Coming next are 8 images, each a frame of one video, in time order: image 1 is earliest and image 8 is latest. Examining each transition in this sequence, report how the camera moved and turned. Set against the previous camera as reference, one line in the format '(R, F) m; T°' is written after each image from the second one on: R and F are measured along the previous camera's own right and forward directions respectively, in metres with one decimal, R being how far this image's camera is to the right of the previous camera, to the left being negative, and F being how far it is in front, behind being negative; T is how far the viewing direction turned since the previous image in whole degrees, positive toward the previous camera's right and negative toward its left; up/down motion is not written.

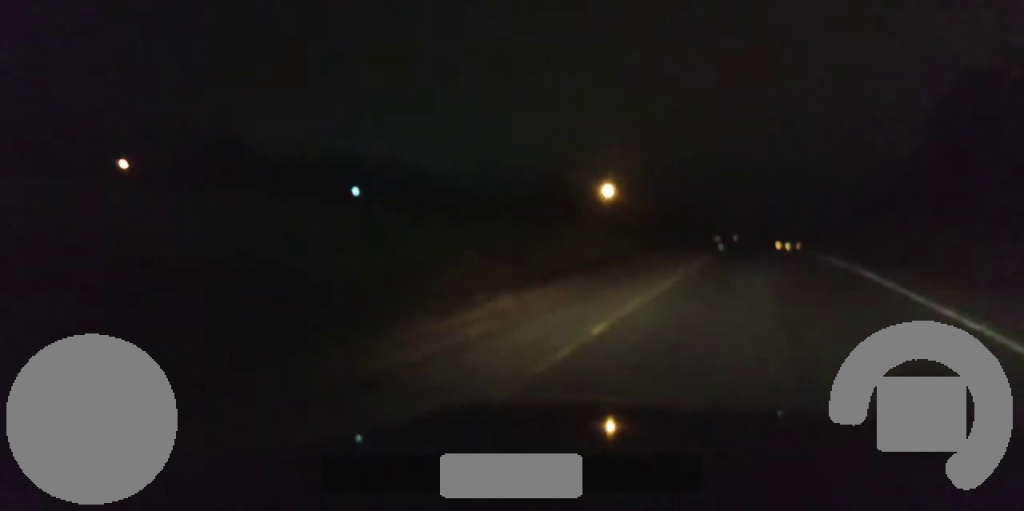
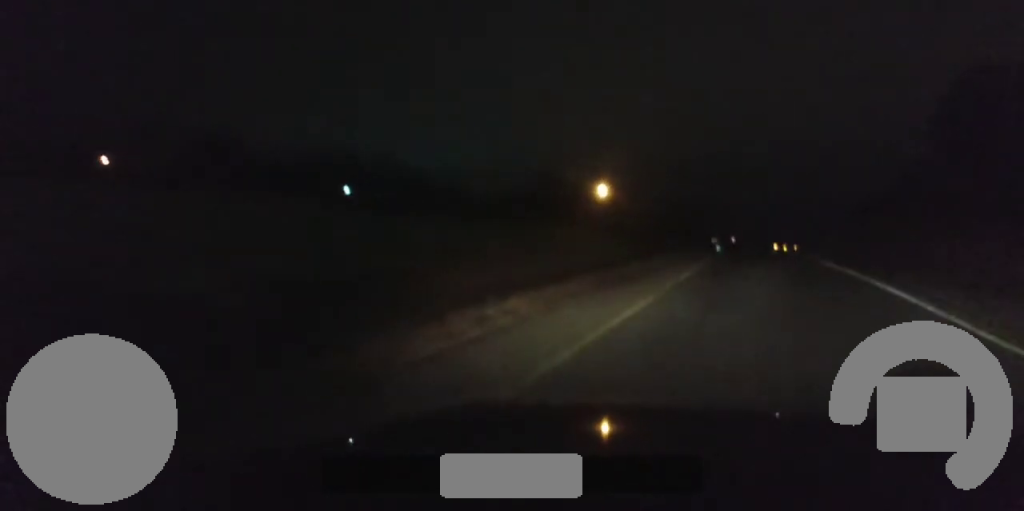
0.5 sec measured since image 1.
(+0.6, +5.8) m; +4°
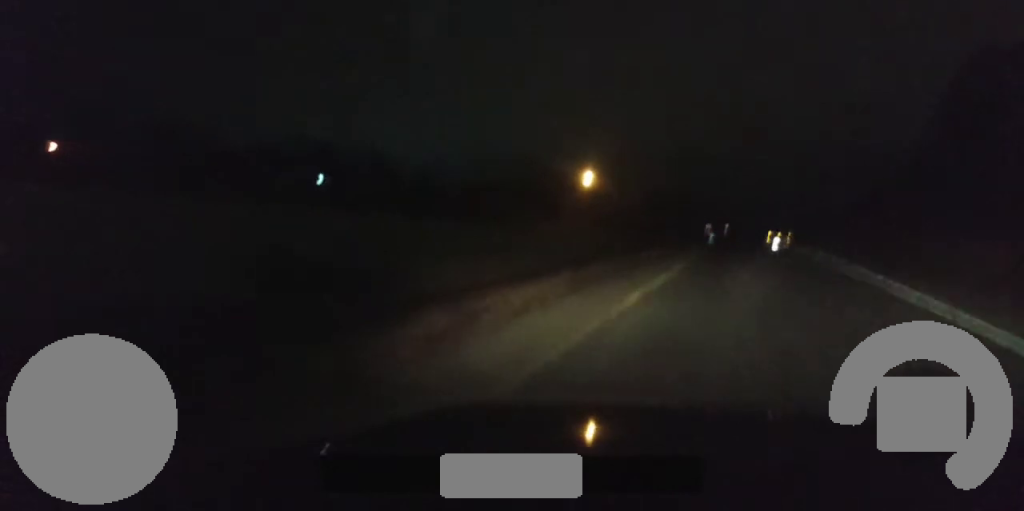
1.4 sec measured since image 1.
(+1.4, +11.4) m; +6°
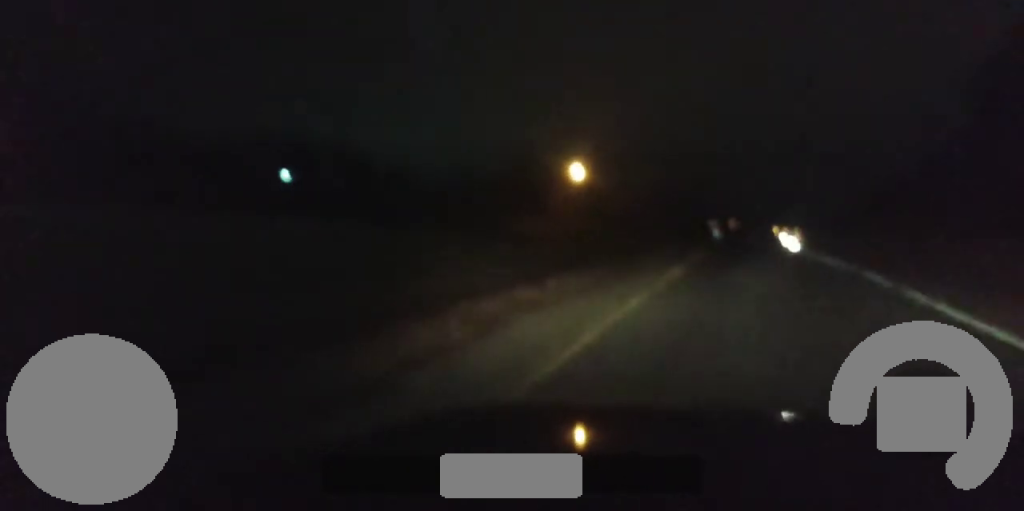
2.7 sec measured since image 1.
(-0.4, +16.4) m; -2°
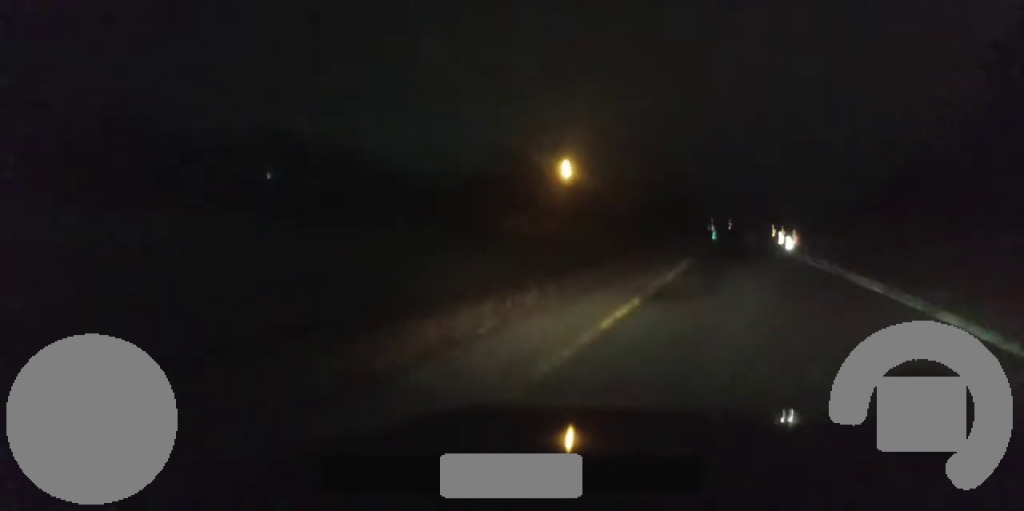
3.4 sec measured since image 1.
(-0.1, +10.9) m; 0°
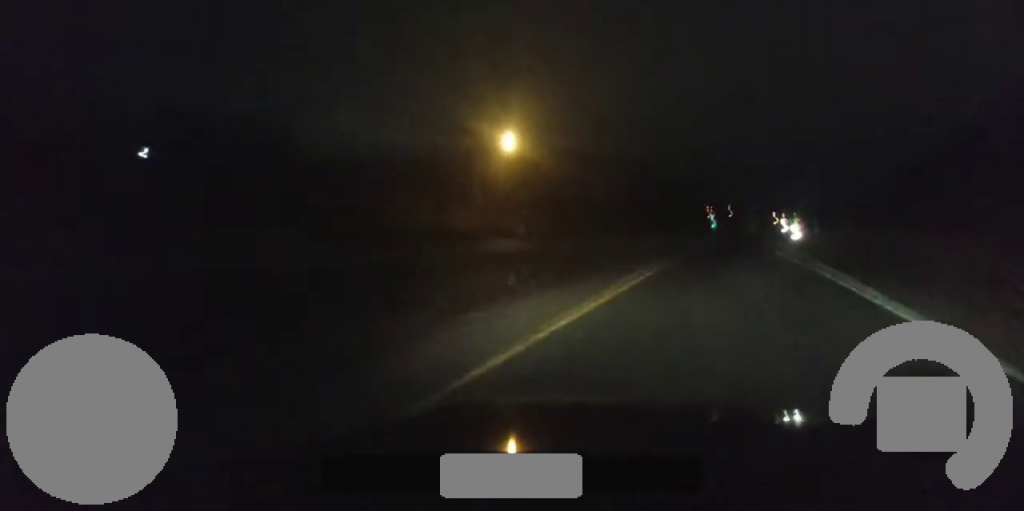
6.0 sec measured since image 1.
(+0.1, +40.4) m; -2°
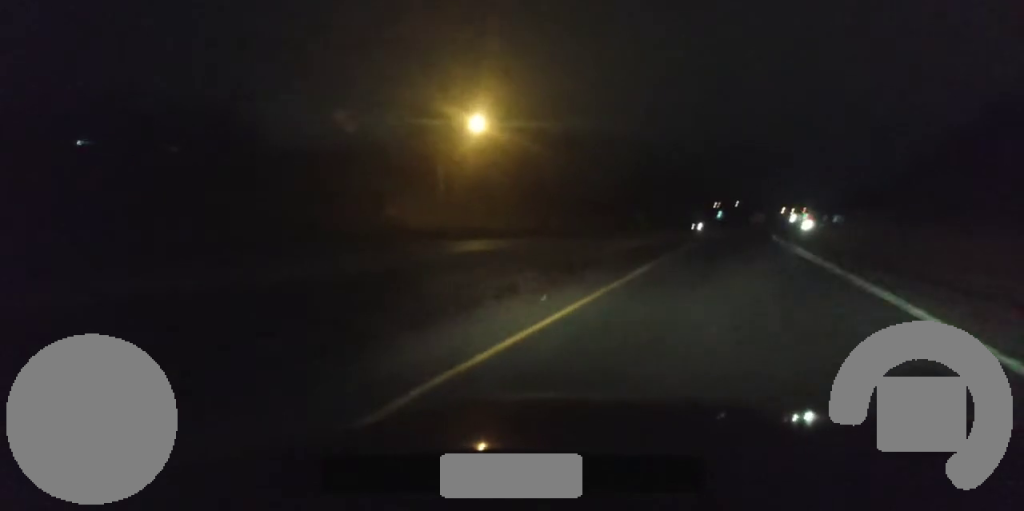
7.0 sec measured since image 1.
(-0.4, +17.2) m; +1°
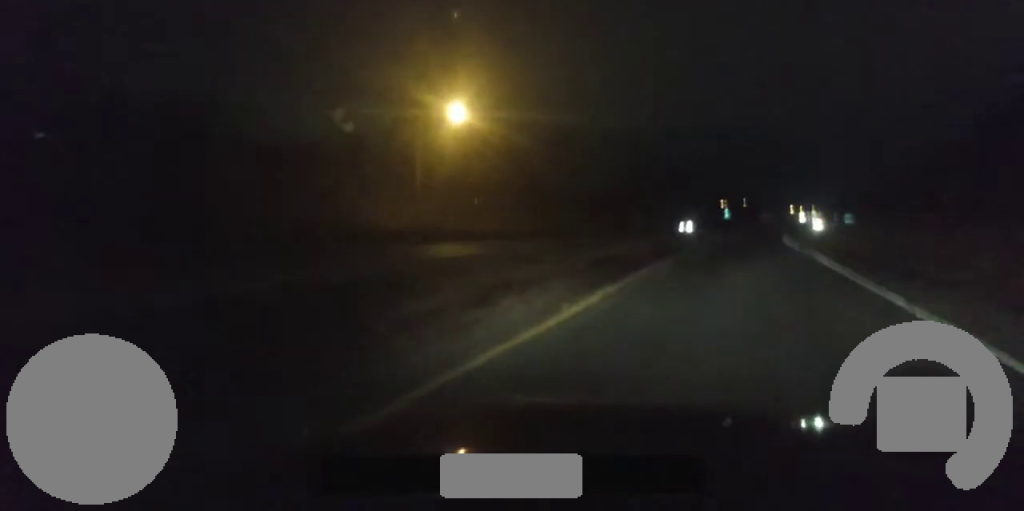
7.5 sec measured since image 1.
(+0.3, +8.4) m; 0°
